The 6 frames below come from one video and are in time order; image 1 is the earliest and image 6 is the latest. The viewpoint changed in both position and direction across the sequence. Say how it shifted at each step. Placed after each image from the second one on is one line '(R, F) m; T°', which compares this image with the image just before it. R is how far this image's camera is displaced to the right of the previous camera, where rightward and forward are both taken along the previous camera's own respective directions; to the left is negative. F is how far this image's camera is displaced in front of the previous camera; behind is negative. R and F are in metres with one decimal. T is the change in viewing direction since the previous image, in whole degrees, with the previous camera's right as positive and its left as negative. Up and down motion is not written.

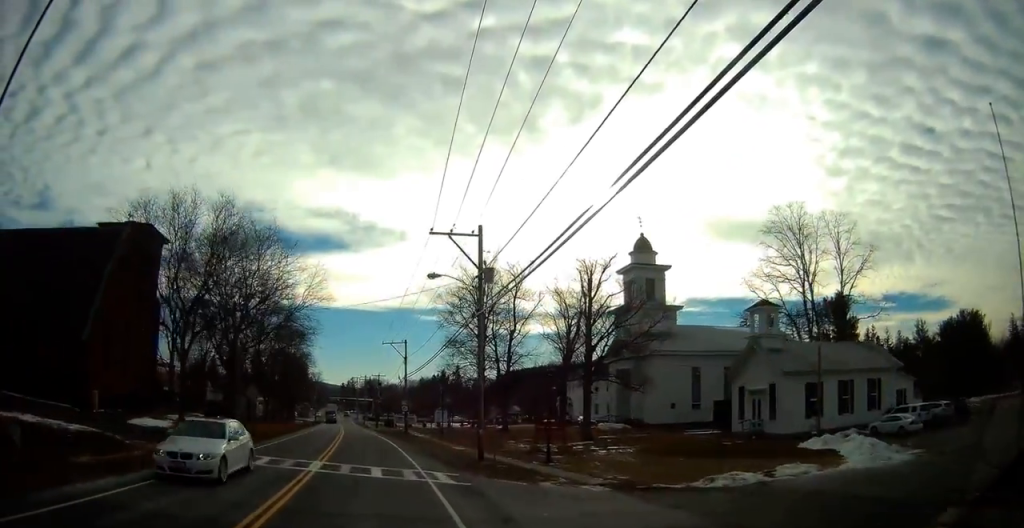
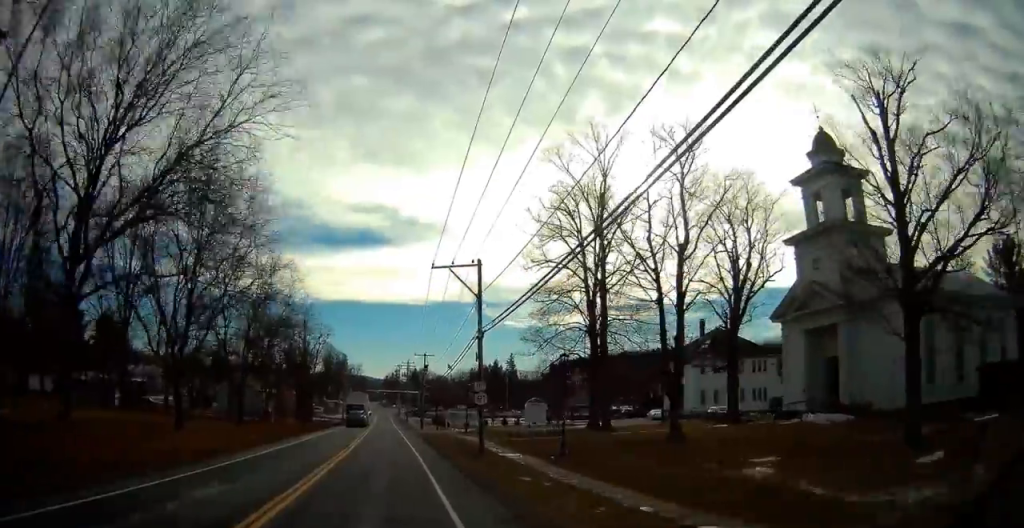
(-1.9, +28.7) m; -7°
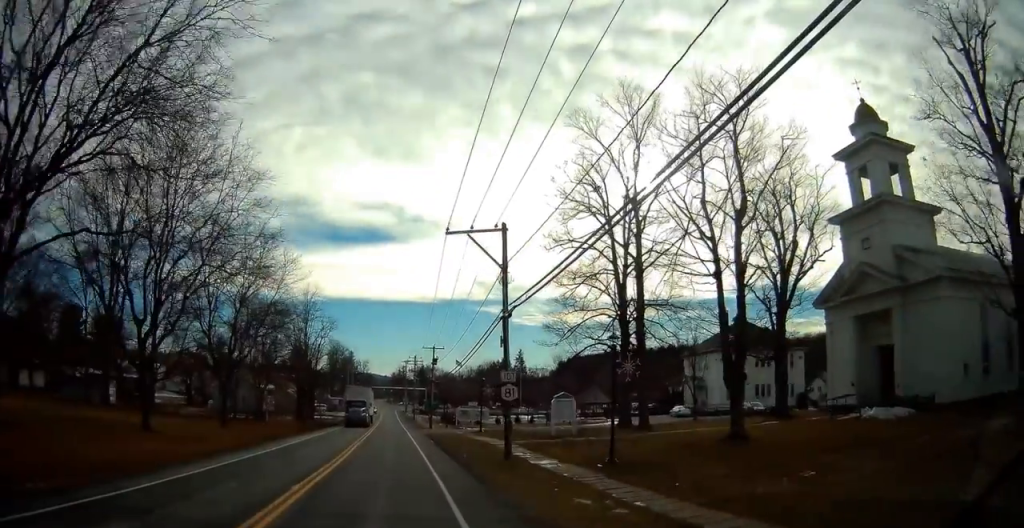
(0.0, +5.1) m; 0°
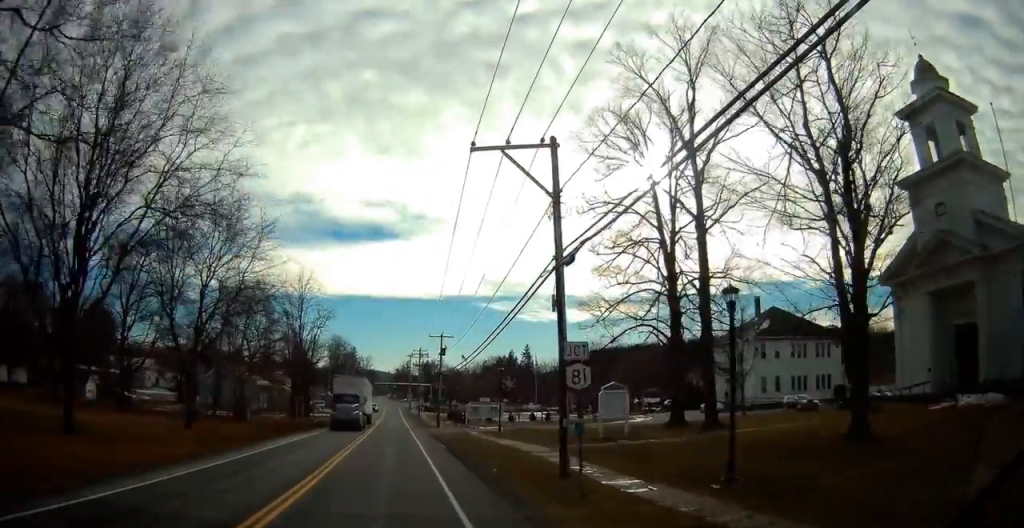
(0.0, +7.3) m; 0°
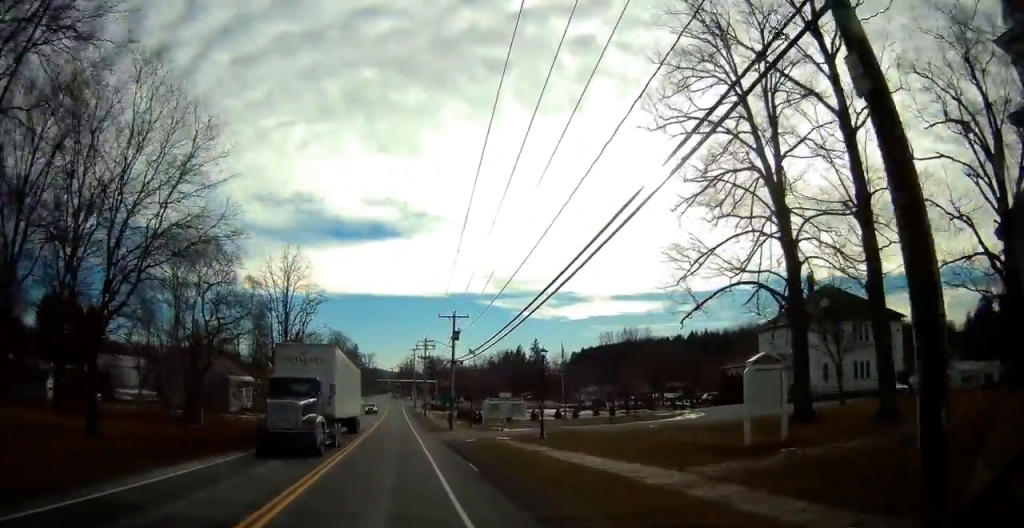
(0.0, +11.2) m; 0°
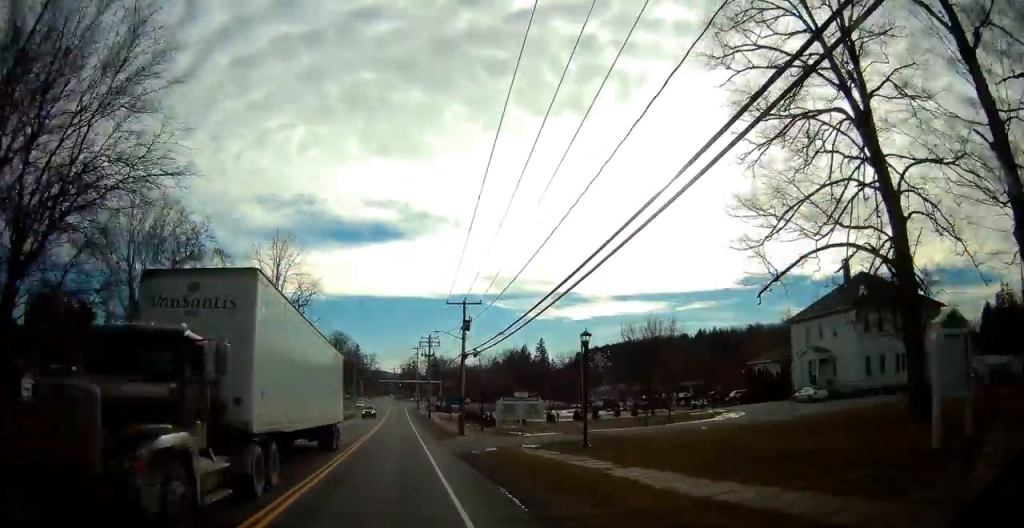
(0.0, +6.4) m; 0°
